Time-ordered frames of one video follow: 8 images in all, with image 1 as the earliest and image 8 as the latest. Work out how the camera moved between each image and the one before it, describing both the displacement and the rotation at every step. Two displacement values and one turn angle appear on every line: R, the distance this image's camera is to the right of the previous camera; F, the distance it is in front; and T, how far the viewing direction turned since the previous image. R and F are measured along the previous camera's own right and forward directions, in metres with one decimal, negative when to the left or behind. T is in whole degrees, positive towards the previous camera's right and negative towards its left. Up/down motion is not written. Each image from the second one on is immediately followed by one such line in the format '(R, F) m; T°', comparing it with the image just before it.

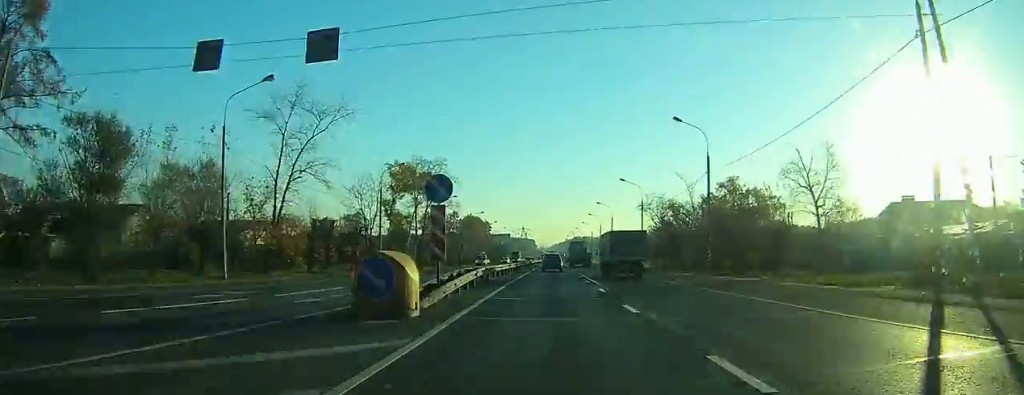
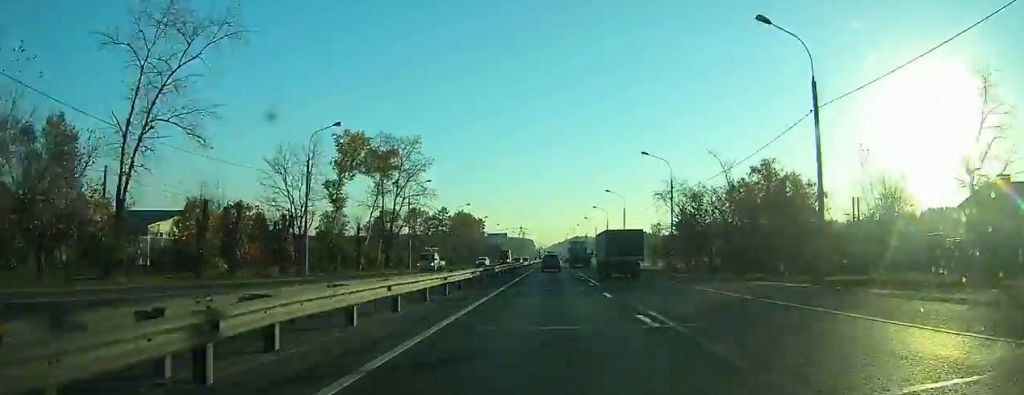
(0.0, +18.0) m; 0°
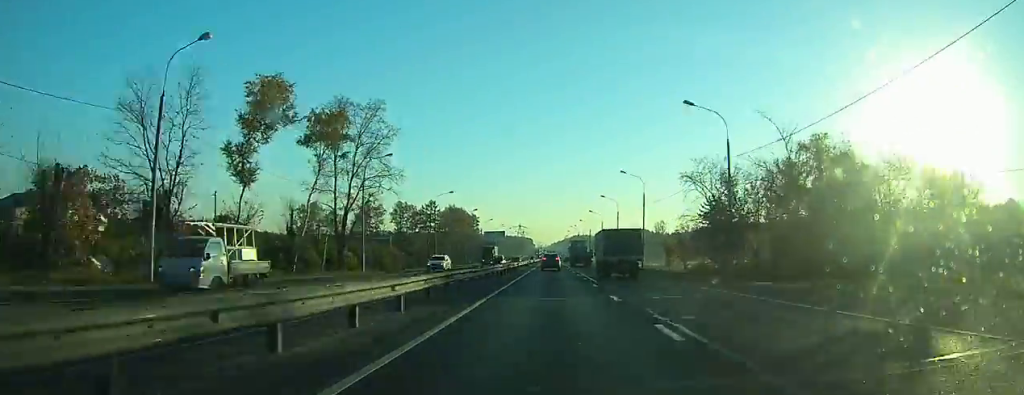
(+0.1, +17.3) m; 0°
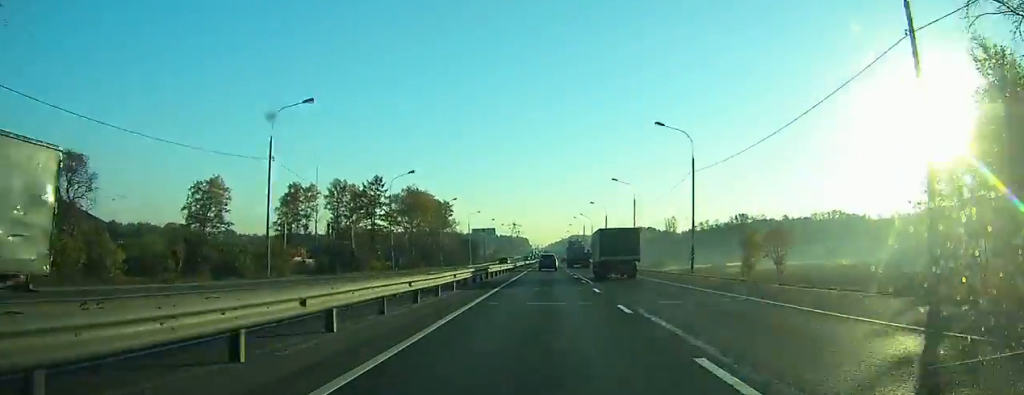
(+0.2, +52.9) m; 0°
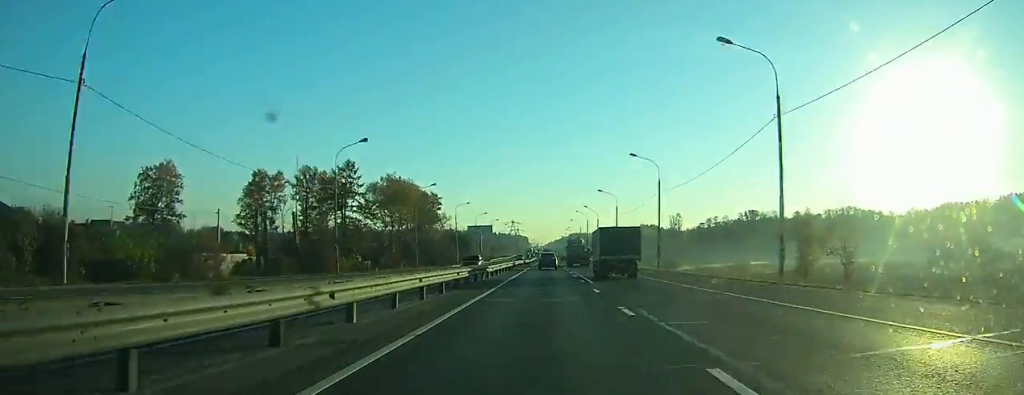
(0.0, +17.8) m; 0°
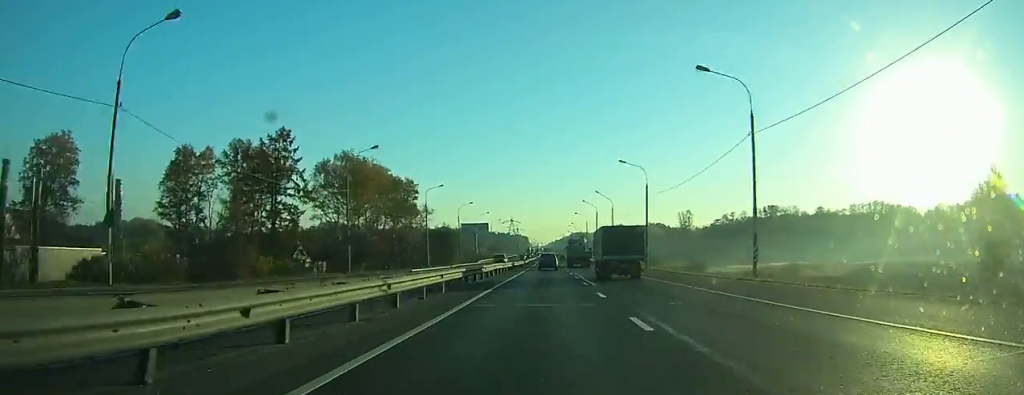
(0.0, +27.8) m; 0°
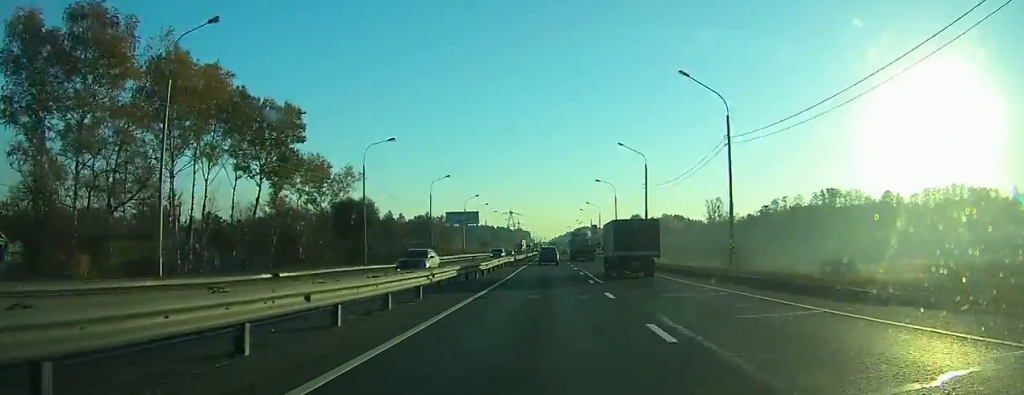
(-0.1, +58.7) m; 0°
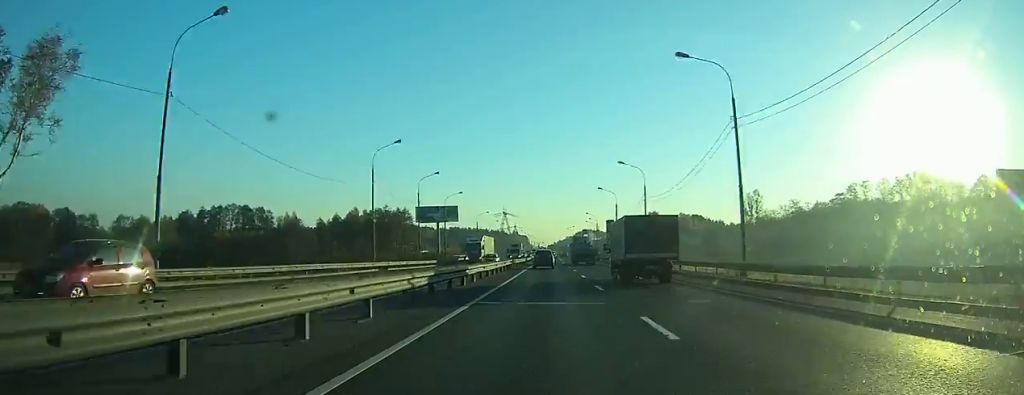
(-0.2, +58.6) m; 0°
